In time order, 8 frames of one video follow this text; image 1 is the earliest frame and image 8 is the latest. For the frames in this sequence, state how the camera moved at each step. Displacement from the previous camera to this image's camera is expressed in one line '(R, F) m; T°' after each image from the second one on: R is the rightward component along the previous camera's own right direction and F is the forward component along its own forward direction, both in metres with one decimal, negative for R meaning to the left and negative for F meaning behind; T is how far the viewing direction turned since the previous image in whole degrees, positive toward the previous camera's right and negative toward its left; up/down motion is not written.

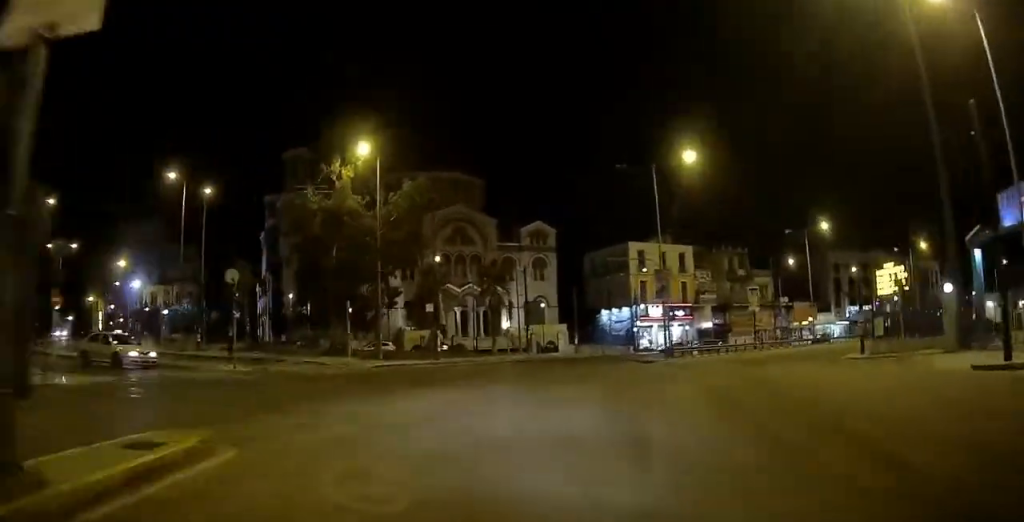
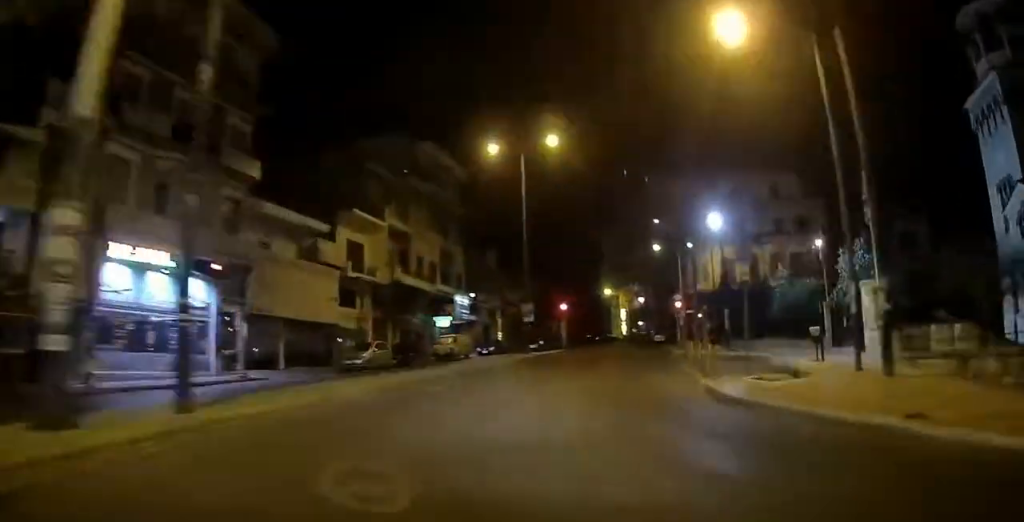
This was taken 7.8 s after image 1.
(-6.5, +42.6) m; -9°
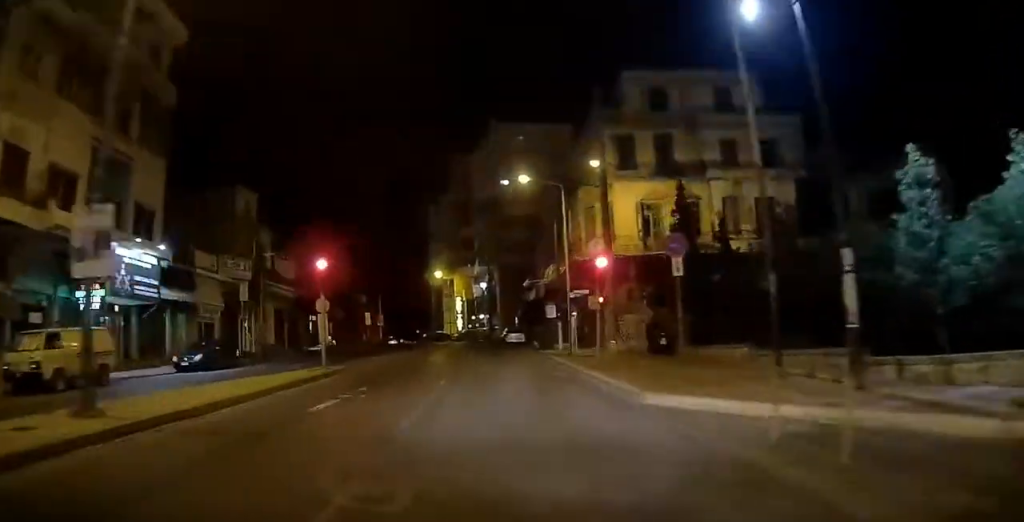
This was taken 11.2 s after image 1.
(+0.6, +20.4) m; 0°
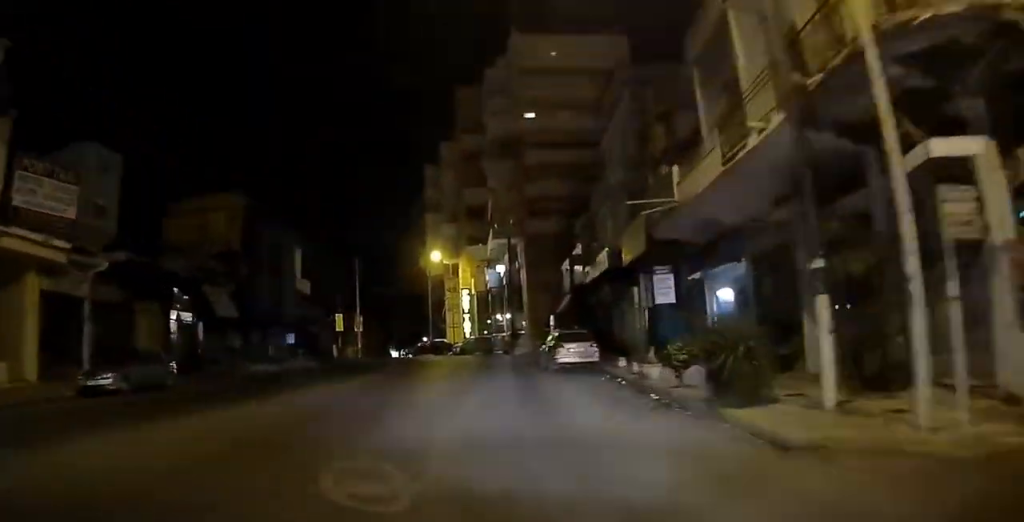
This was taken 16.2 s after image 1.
(+0.3, +31.8) m; -8°
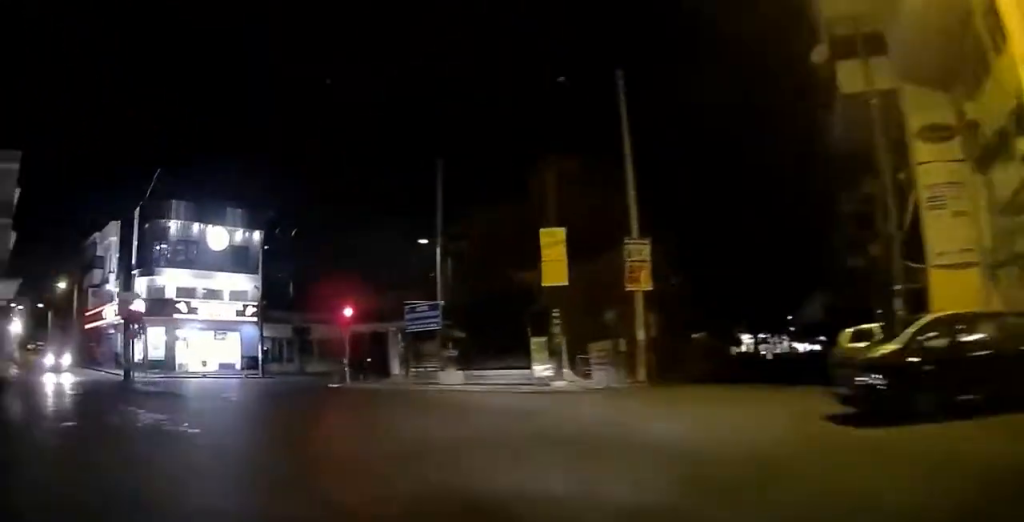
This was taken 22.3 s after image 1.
(-8.3, +39.6) m; -12°
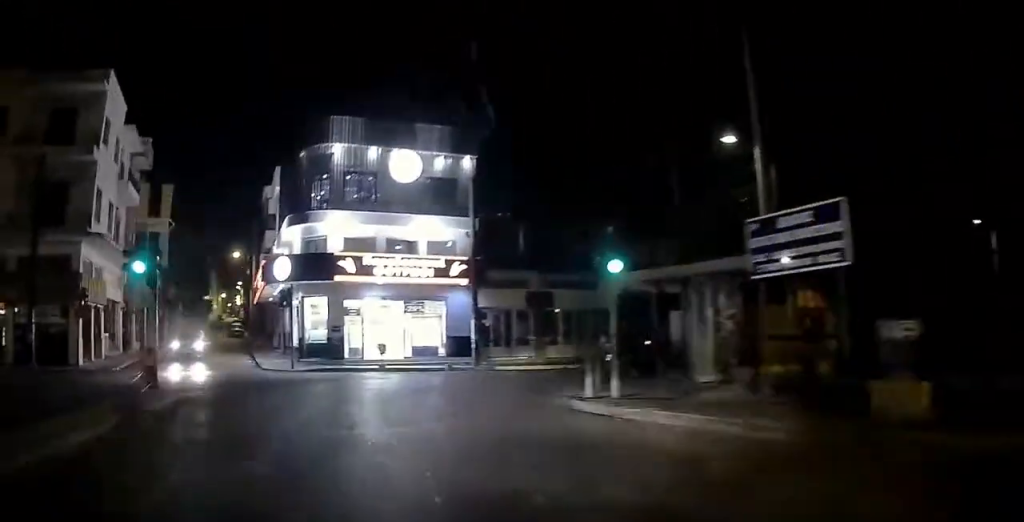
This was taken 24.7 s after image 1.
(-1.1, +16.7) m; +4°
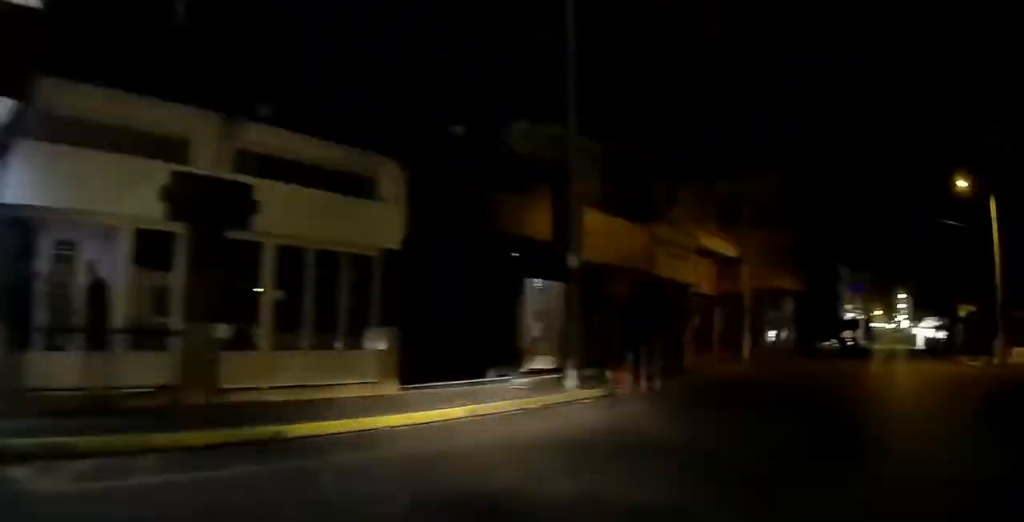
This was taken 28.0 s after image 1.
(+2.2, +26.6) m; +19°
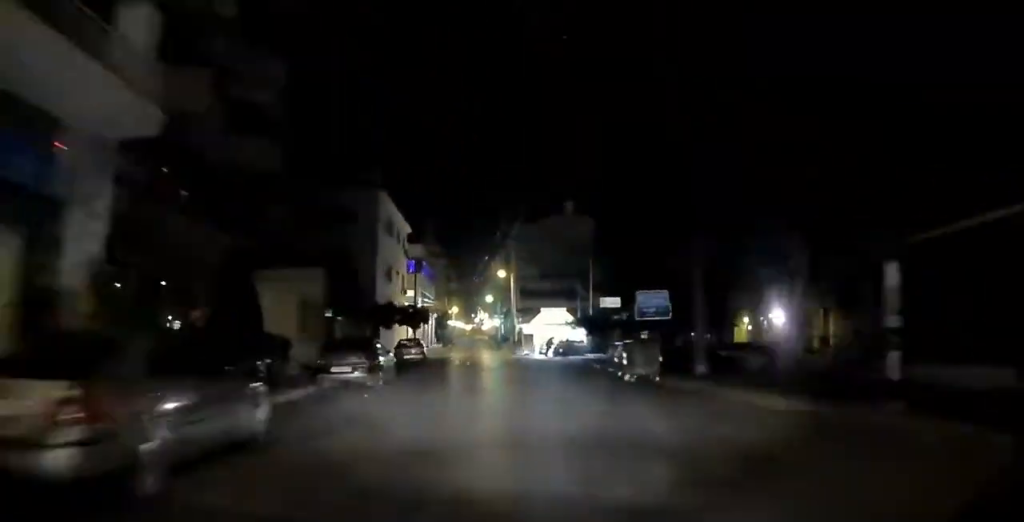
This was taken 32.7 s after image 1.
(+11.4, +45.6) m; +12°
